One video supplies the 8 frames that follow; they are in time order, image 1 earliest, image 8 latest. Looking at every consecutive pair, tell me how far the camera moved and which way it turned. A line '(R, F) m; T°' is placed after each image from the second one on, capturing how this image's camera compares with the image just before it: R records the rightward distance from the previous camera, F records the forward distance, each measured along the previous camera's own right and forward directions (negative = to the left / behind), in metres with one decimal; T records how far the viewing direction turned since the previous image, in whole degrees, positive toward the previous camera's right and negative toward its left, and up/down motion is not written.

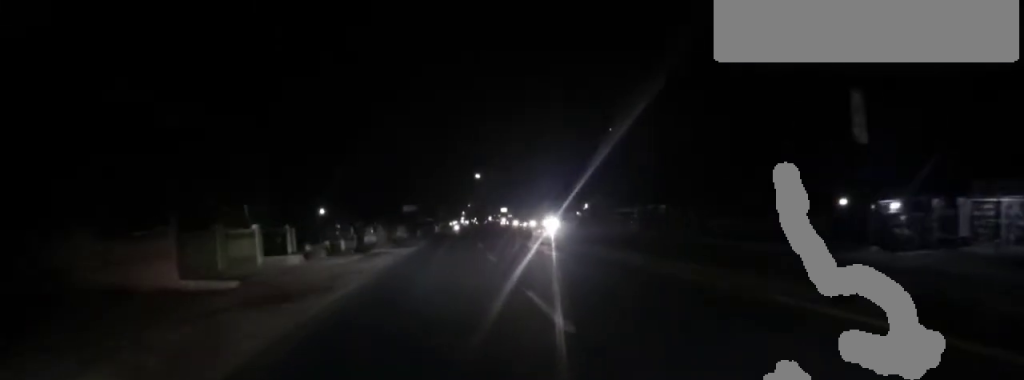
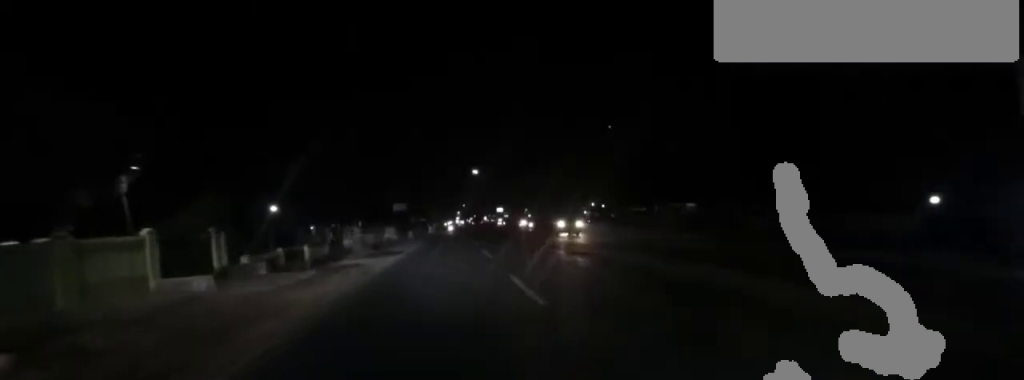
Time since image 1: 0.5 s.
(-0.7, +6.5) m; 0°
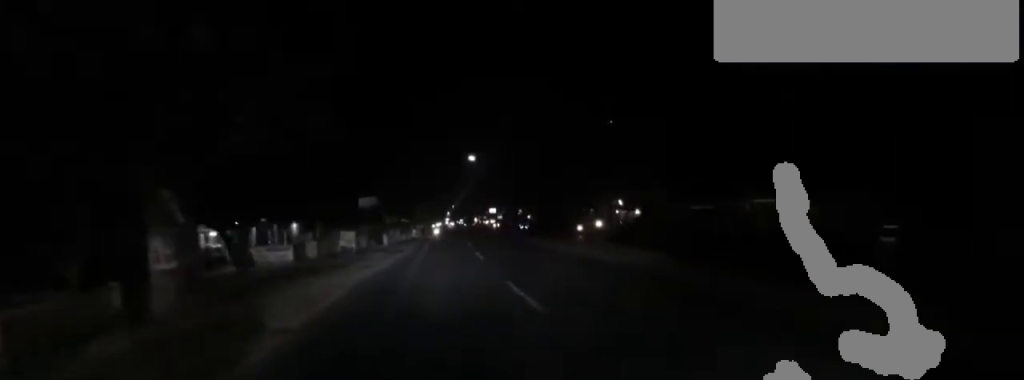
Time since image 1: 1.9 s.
(+0.9, +16.4) m; 0°
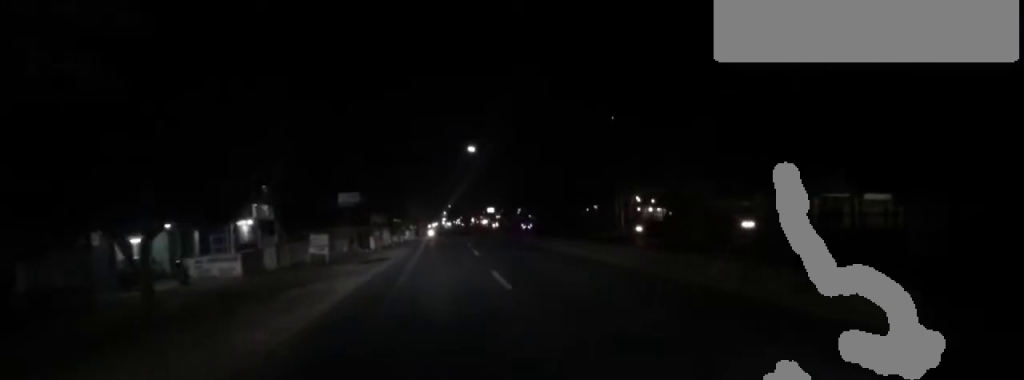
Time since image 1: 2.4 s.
(-0.8, +6.6) m; 0°
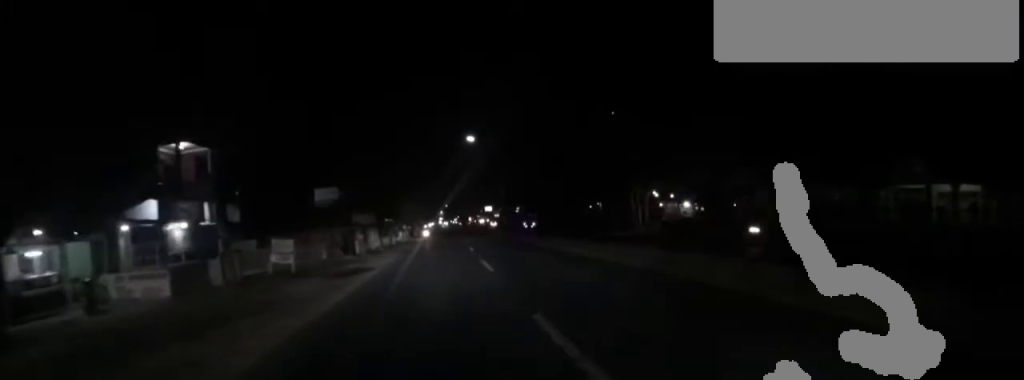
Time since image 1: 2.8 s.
(+0.2, +5.4) m; 0°
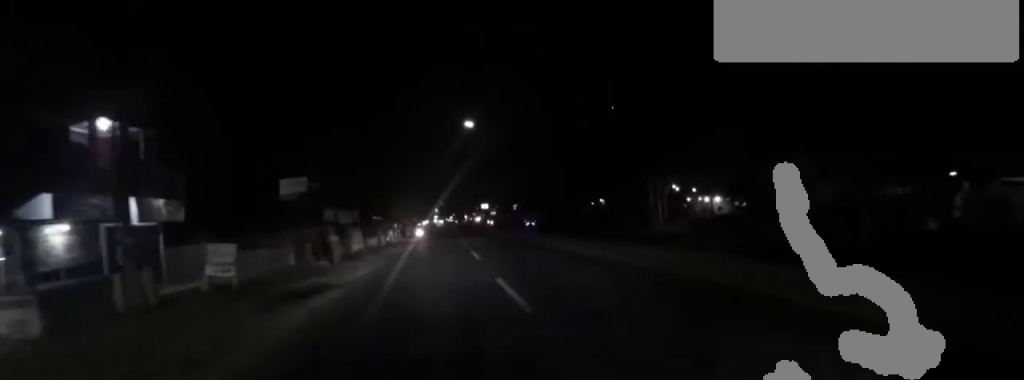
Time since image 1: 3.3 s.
(+0.6, +5.4) m; 0°
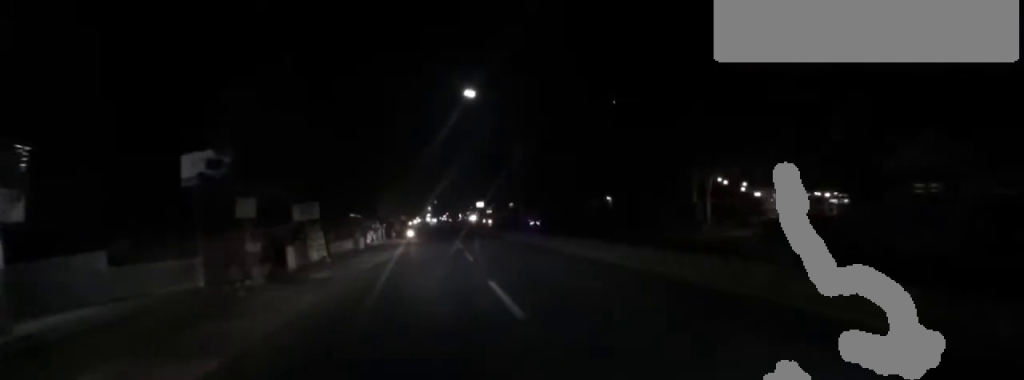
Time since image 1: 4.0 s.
(-0.2, +8.6) m; 0°
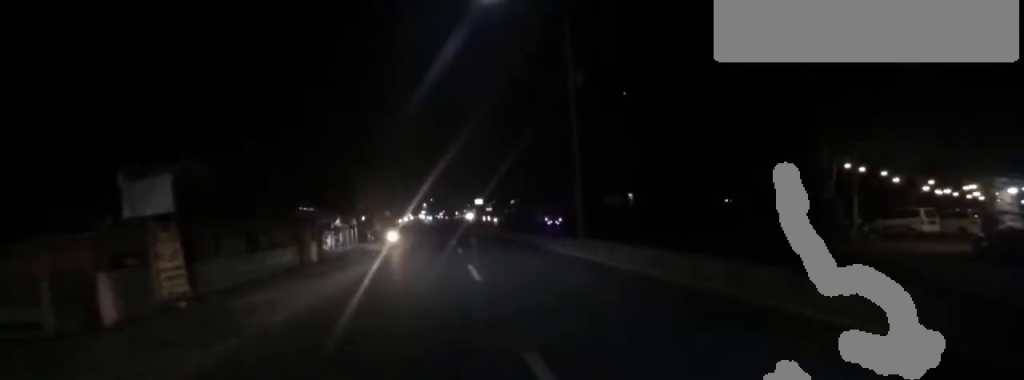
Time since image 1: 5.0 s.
(-0.2, +13.0) m; +3°
